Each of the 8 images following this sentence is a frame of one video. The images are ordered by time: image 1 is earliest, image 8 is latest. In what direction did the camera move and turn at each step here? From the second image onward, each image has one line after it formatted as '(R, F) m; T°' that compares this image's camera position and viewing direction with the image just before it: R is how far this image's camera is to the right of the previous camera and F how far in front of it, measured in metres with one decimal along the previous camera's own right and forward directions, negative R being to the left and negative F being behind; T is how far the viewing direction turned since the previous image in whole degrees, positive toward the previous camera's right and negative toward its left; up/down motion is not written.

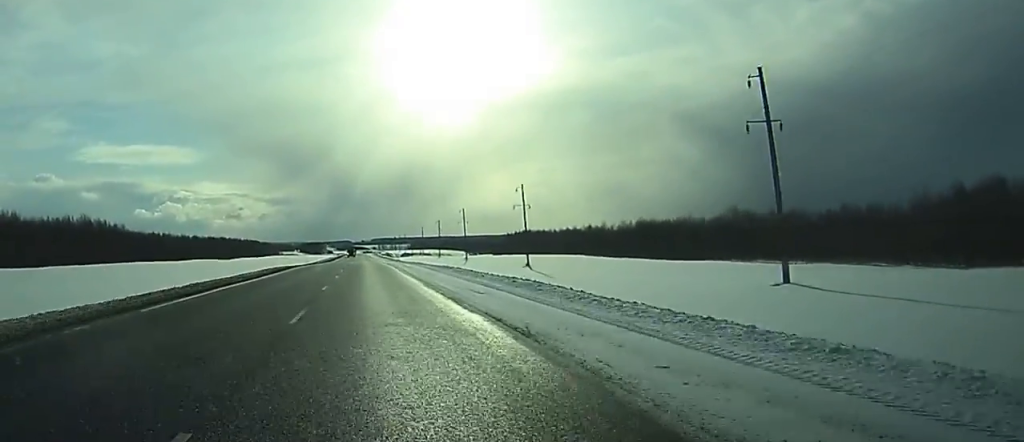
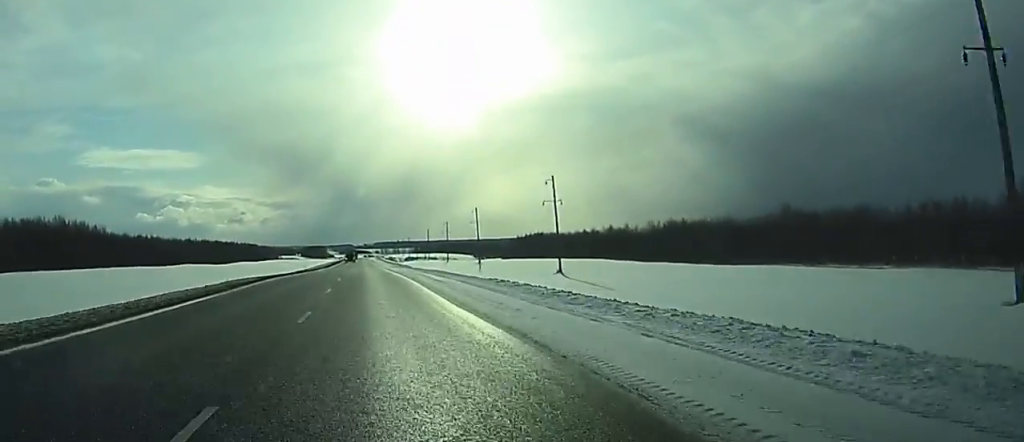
(0.0, +23.1) m; 0°
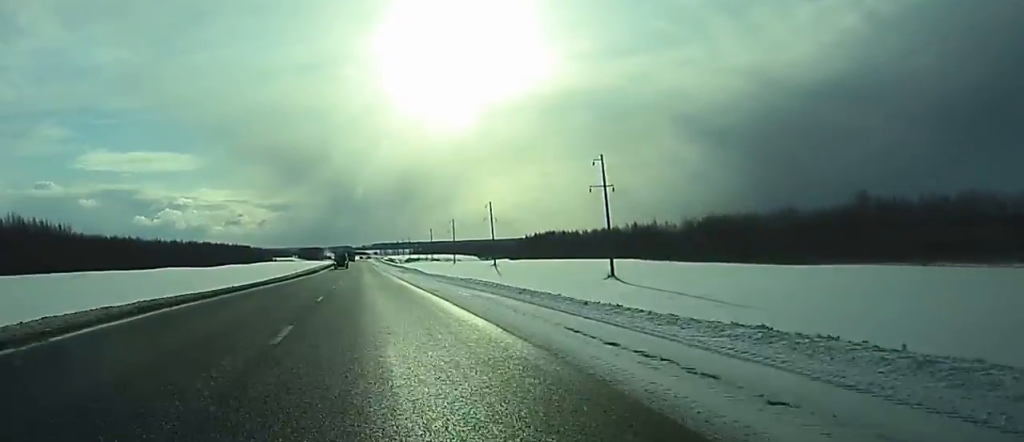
(+0.1, +28.2) m; 0°
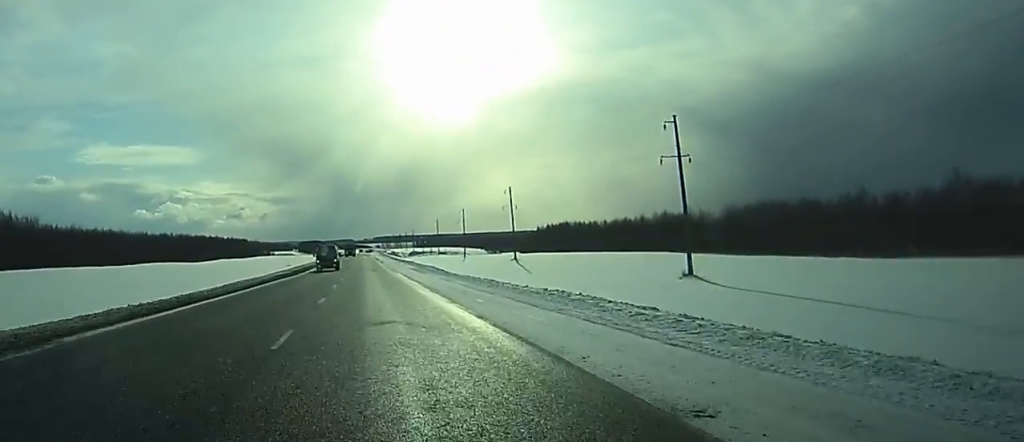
(0.0, +24.2) m; 0°
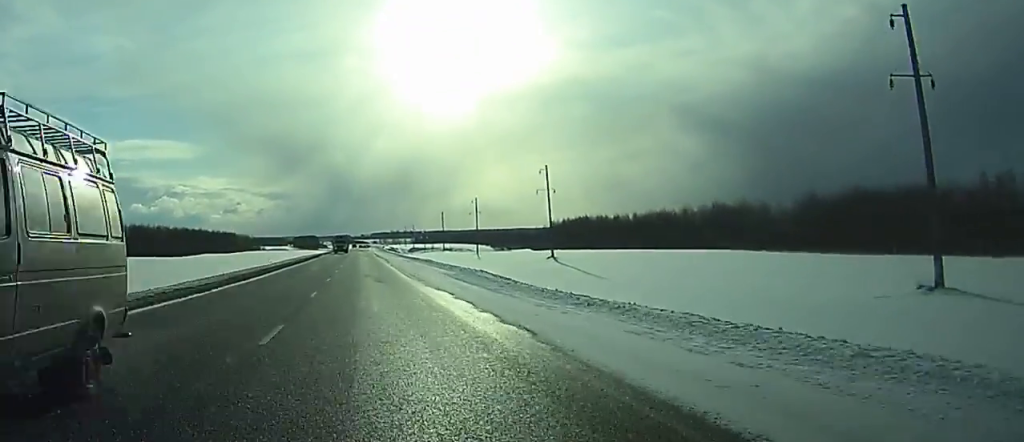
(0.0, +36.3) m; 0°
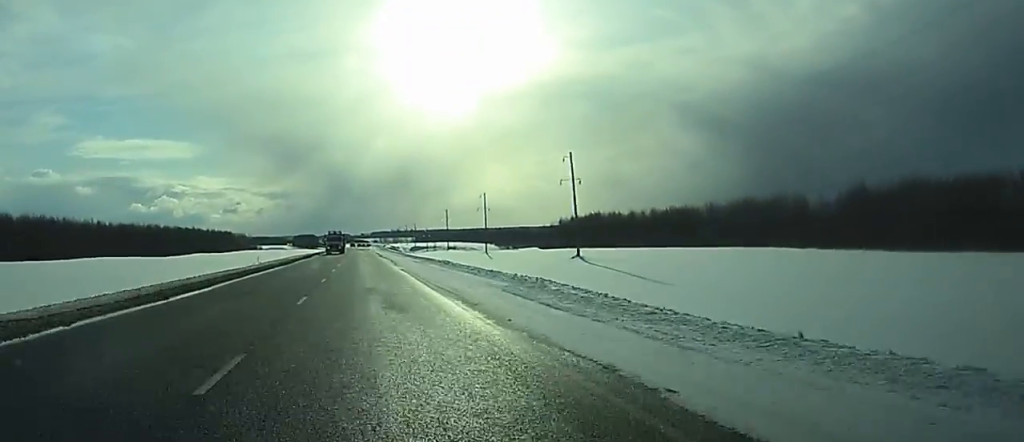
(0.0, +16.1) m; 0°
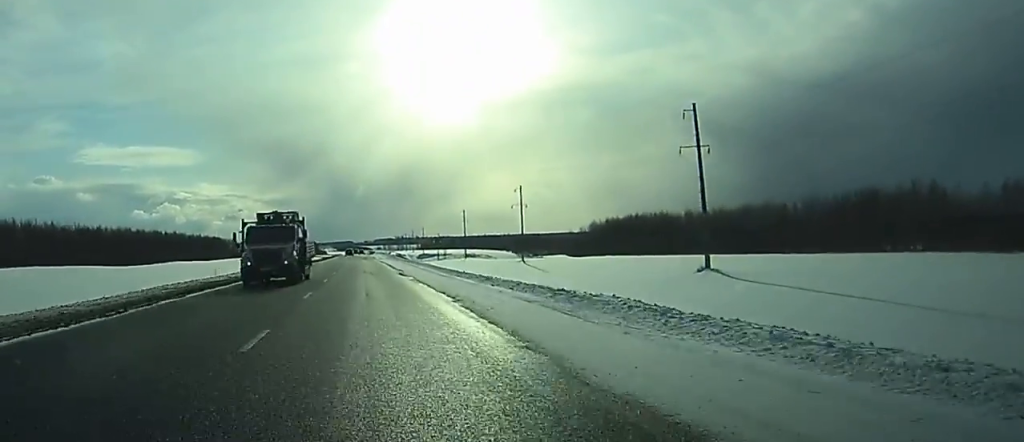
(+0.2, +44.3) m; 0°
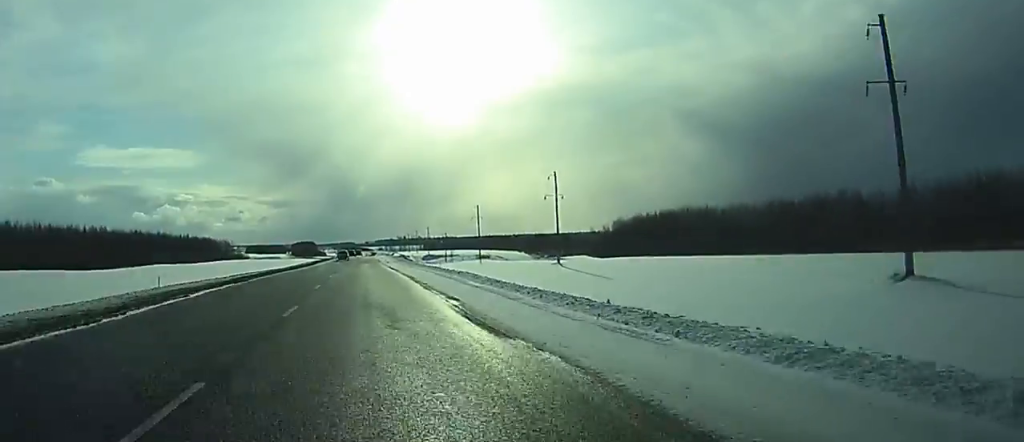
(0.0, +29.1) m; 0°
